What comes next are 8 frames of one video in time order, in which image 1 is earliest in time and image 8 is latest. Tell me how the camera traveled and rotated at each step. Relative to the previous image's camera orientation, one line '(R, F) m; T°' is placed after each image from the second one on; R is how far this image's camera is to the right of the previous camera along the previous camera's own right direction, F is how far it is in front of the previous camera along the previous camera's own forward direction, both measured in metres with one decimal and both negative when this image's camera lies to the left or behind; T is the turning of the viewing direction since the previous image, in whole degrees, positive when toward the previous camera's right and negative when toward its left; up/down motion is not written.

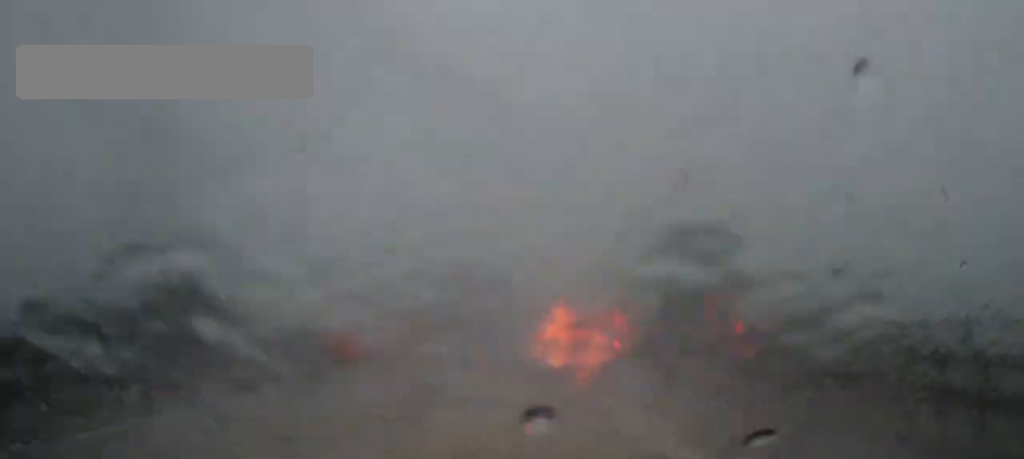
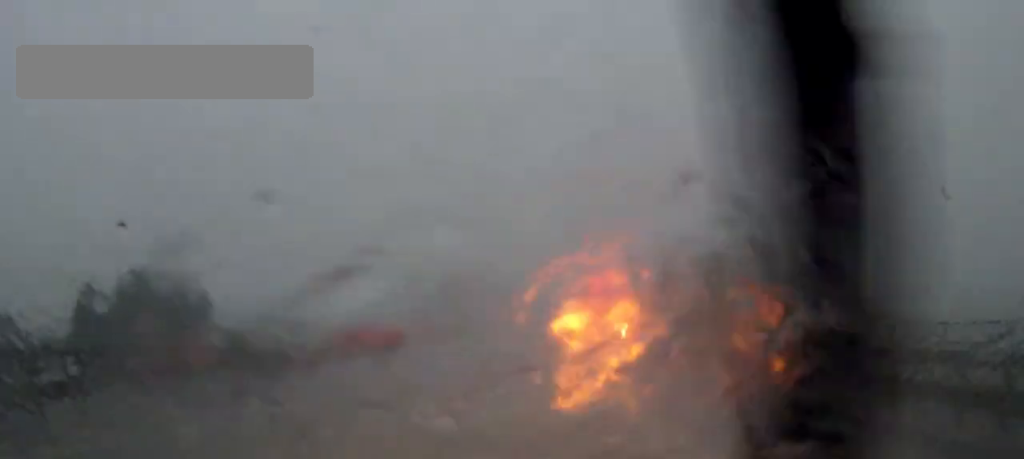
(0.0, +5.7) m; 0°
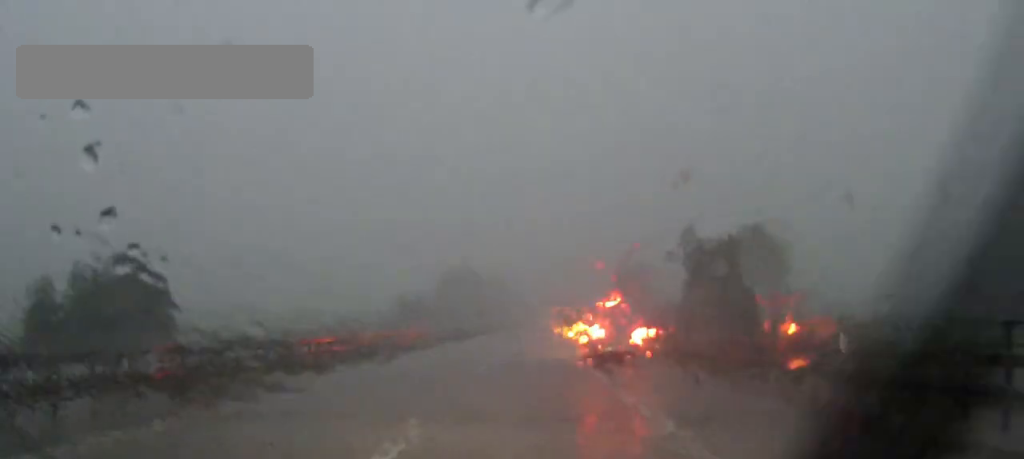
(0.0, +6.4) m; +1°
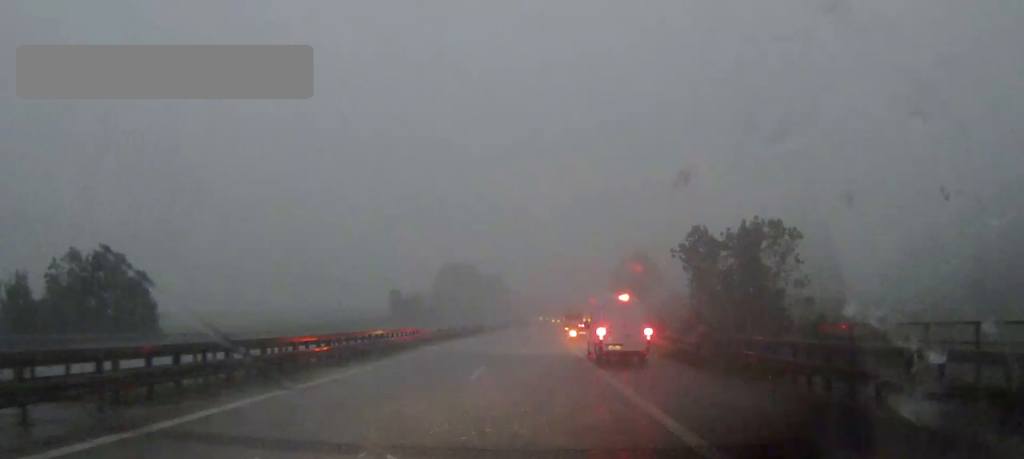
(0.0, +3.1) m; 0°
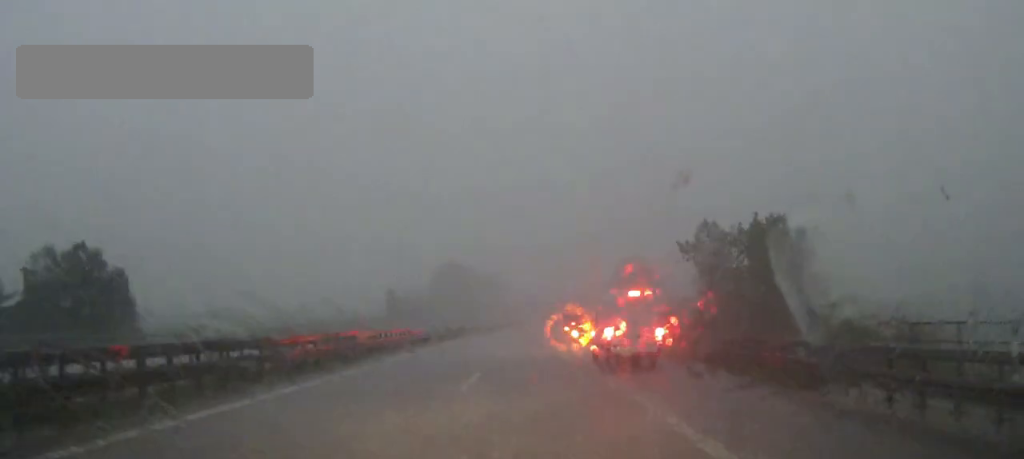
(0.0, +3.2) m; 0°
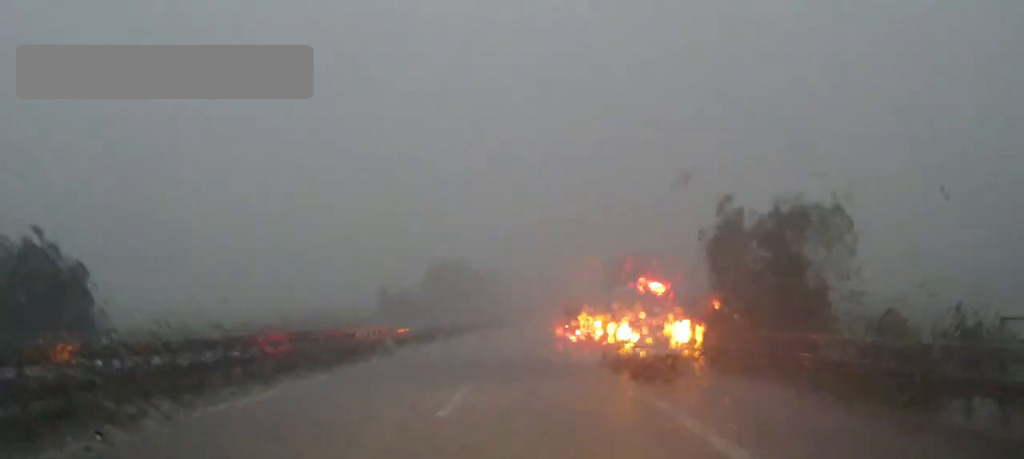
(0.0, +5.3) m; 0°
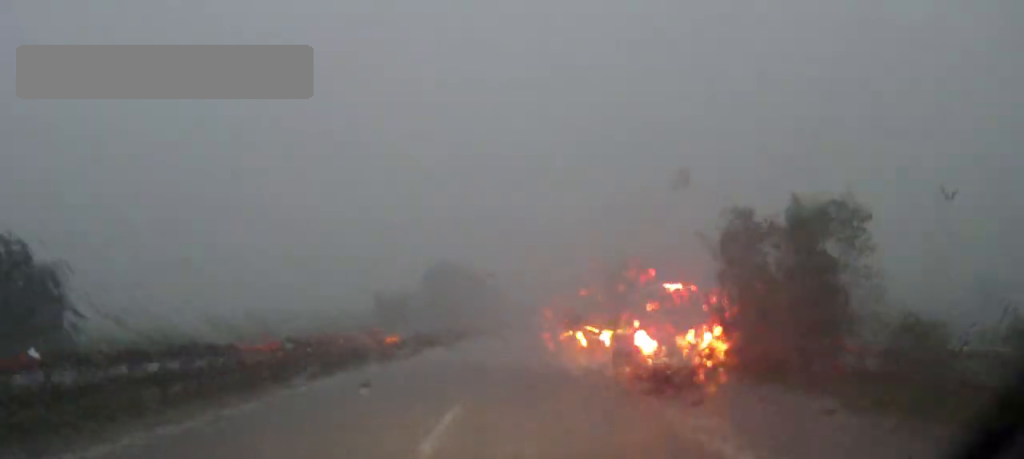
(0.0, +3.2) m; 0°
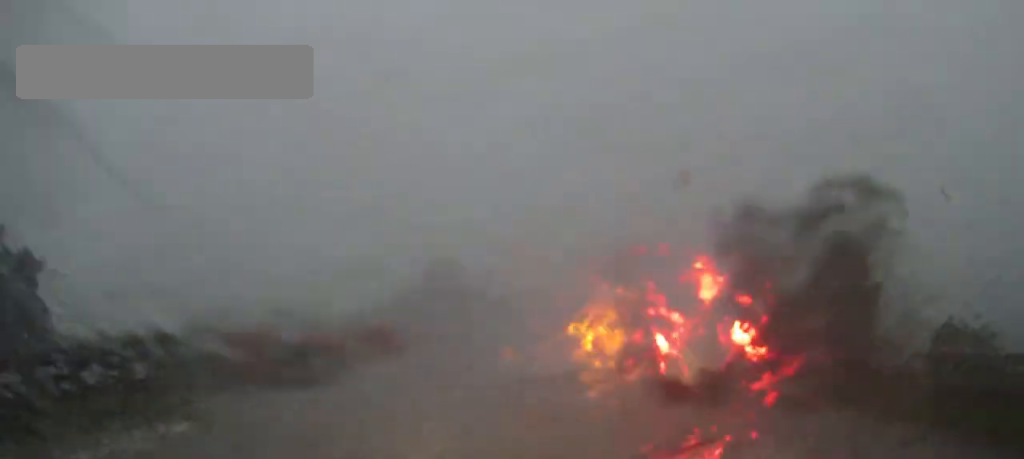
(0.0, +3.2) m; 0°
